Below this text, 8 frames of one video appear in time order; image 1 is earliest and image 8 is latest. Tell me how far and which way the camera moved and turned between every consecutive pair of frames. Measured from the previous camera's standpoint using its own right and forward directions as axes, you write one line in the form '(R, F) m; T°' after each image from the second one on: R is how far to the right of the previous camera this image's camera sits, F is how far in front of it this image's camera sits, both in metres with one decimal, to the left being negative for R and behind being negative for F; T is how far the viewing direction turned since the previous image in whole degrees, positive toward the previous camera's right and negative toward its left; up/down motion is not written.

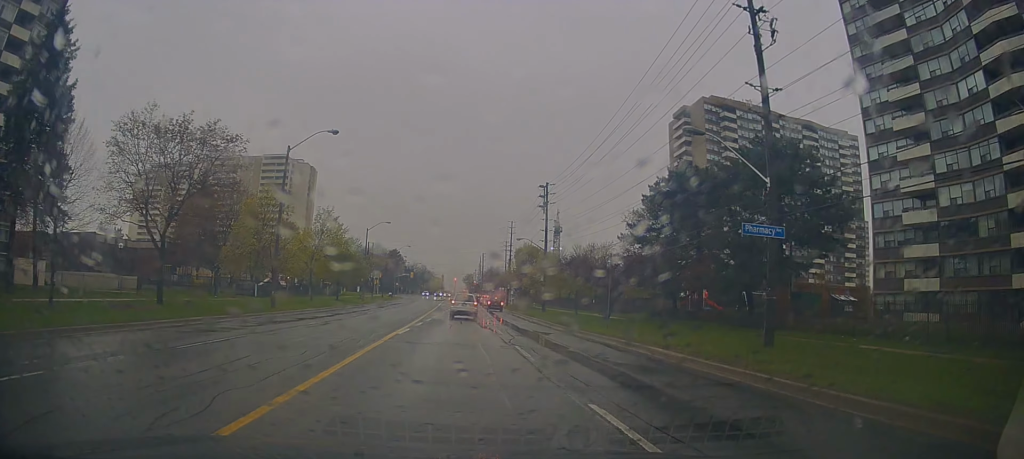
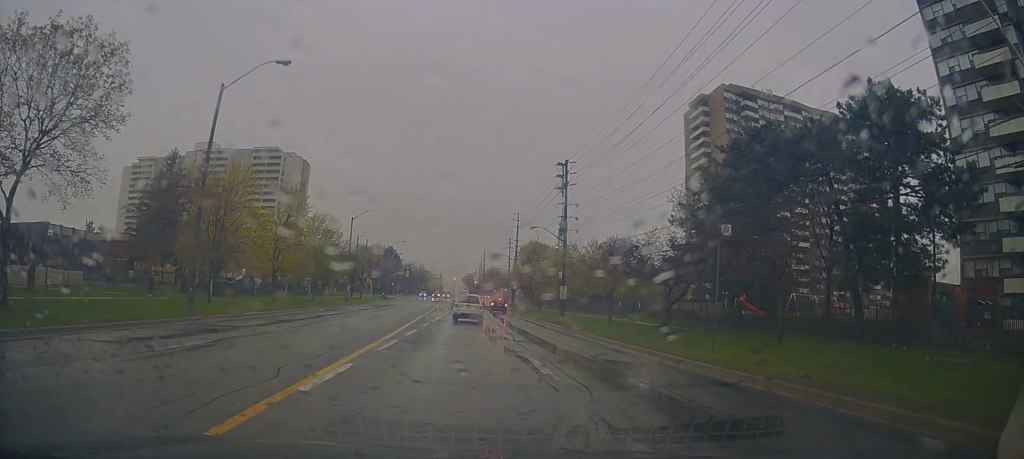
(-0.8, +11.1) m; -5°
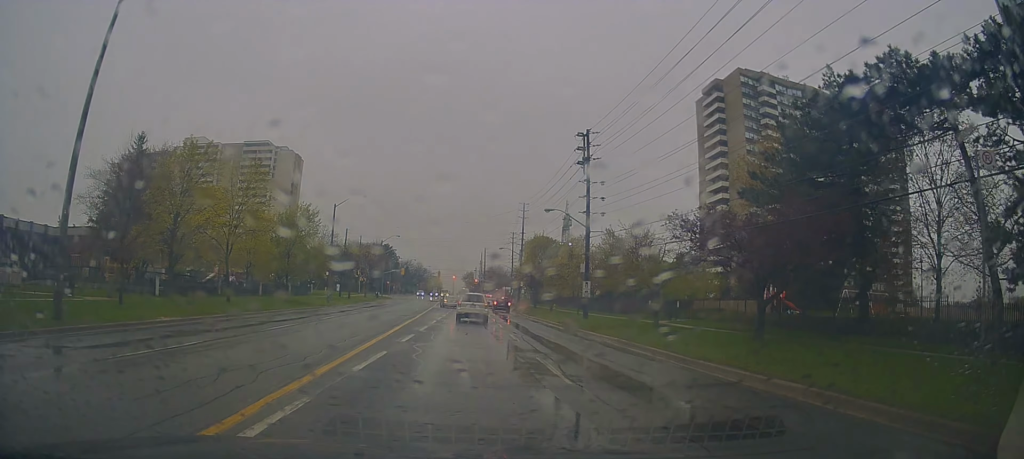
(+0.6, +9.1) m; +4°
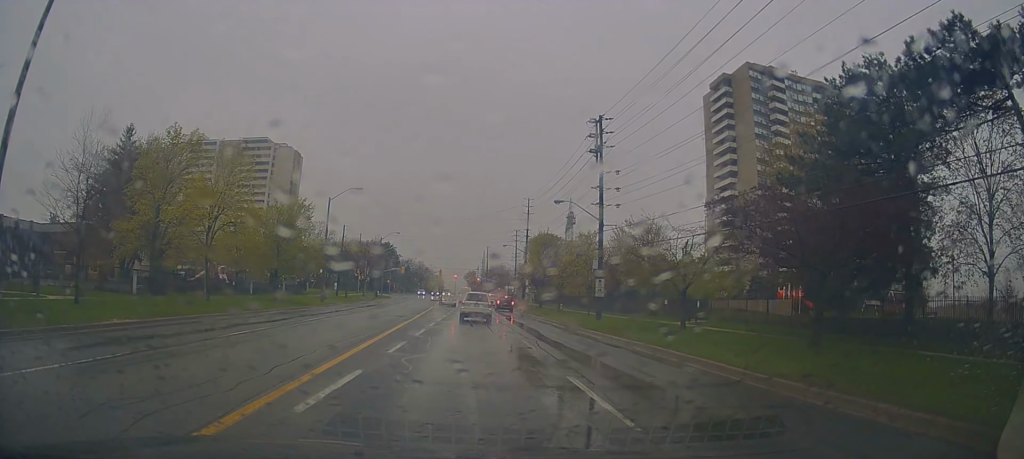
(-0.3, +3.3) m; 0°
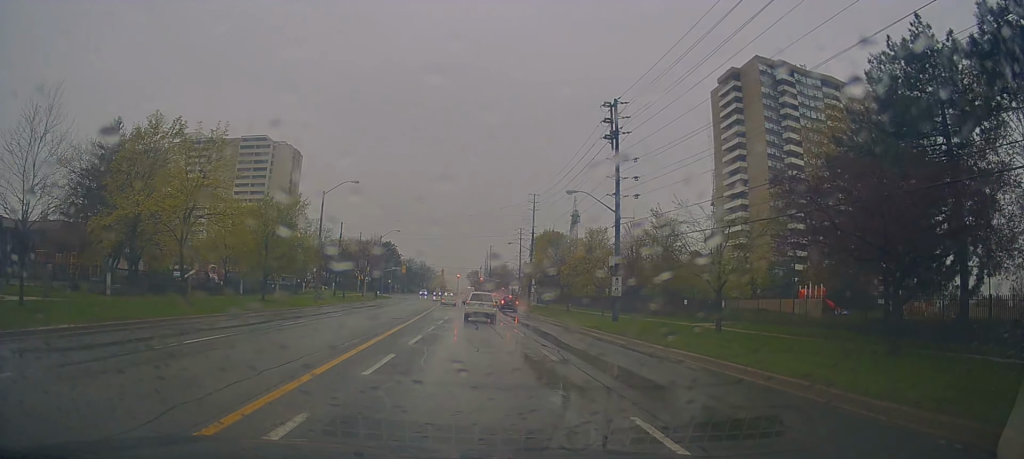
(-0.1, +3.5) m; 0°
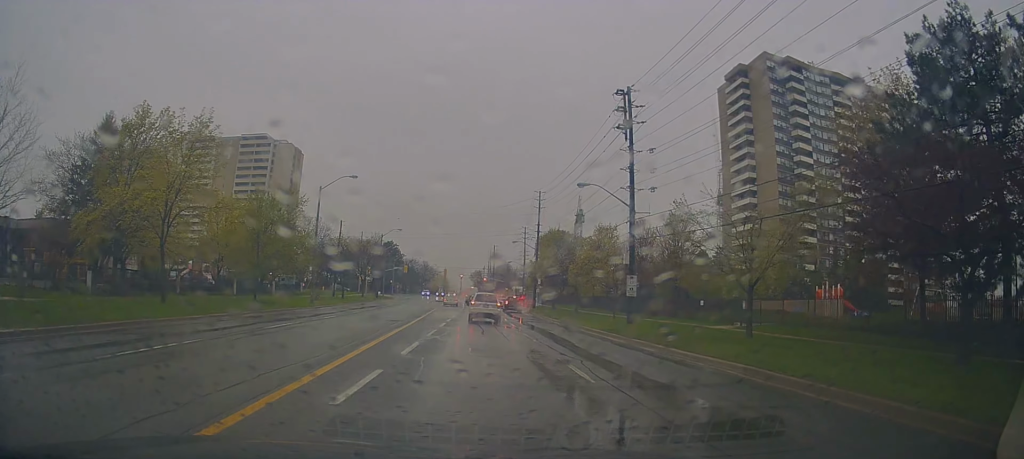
(+0.2, +2.5) m; -1°
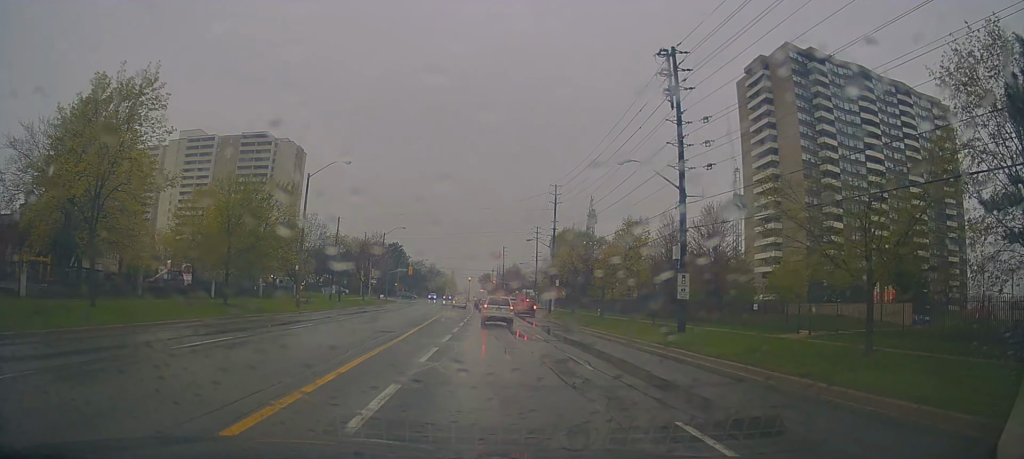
(-0.4, +6.8) m; -5°
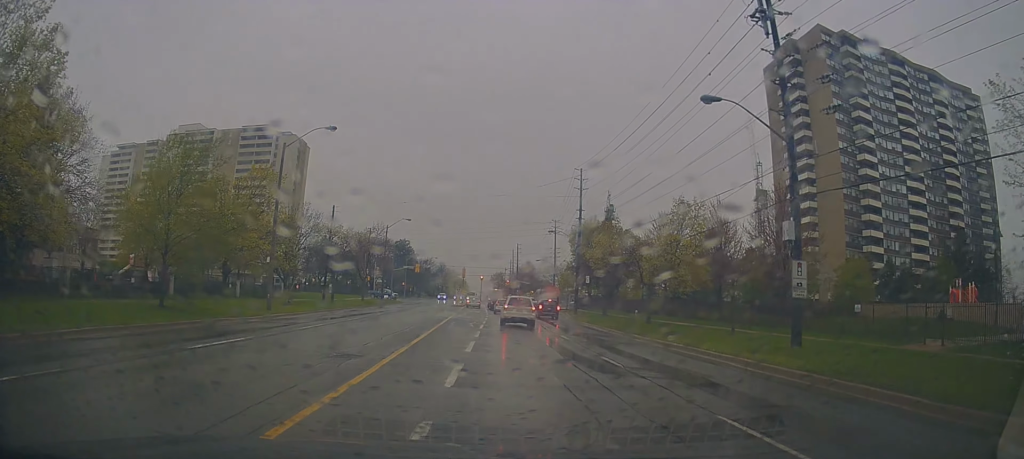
(+0.4, +8.5) m; +5°
